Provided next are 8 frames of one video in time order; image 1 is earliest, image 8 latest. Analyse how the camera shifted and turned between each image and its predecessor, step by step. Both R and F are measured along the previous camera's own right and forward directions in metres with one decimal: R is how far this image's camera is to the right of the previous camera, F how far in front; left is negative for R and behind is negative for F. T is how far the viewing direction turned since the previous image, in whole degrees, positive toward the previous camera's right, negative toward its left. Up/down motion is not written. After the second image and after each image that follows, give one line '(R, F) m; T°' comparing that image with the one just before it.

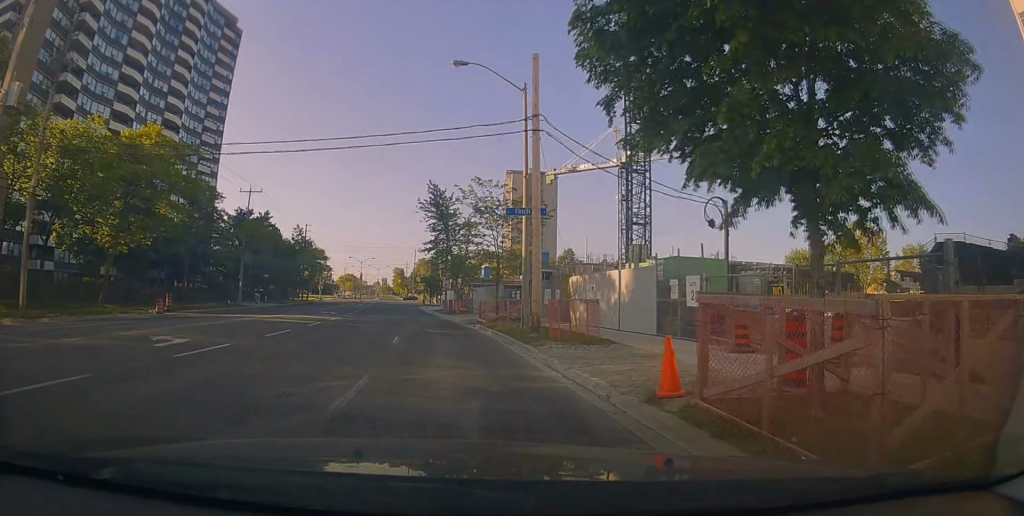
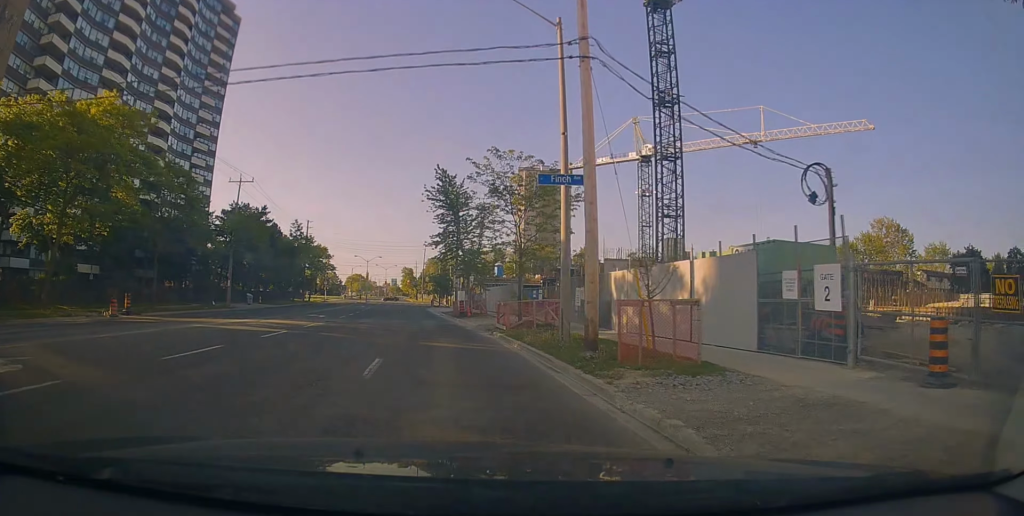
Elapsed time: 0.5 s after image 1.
(+0.1, +6.0) m; -1°
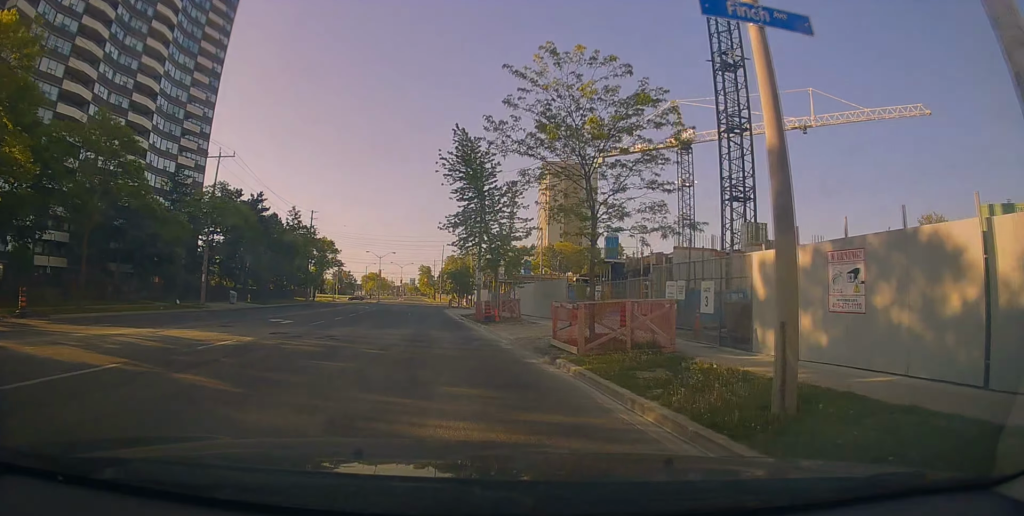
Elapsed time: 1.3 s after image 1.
(-0.2, +10.2) m; 0°
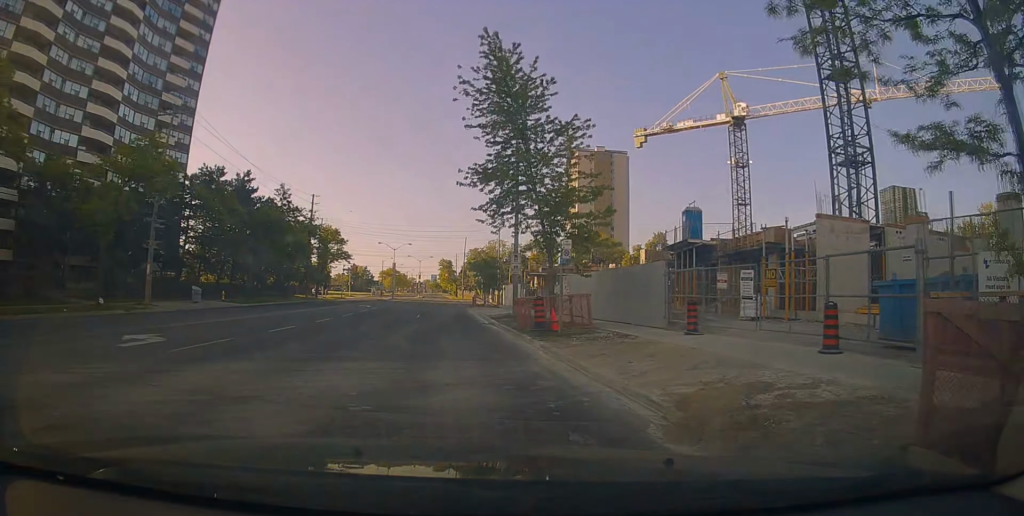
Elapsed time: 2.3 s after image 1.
(+0.1, +13.3) m; -2°
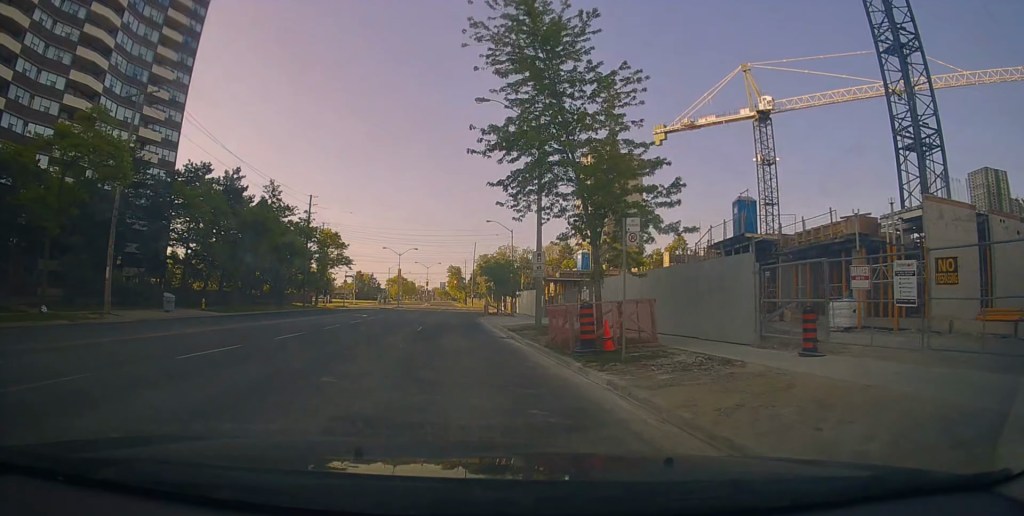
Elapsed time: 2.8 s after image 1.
(-0.1, +6.4) m; -1°
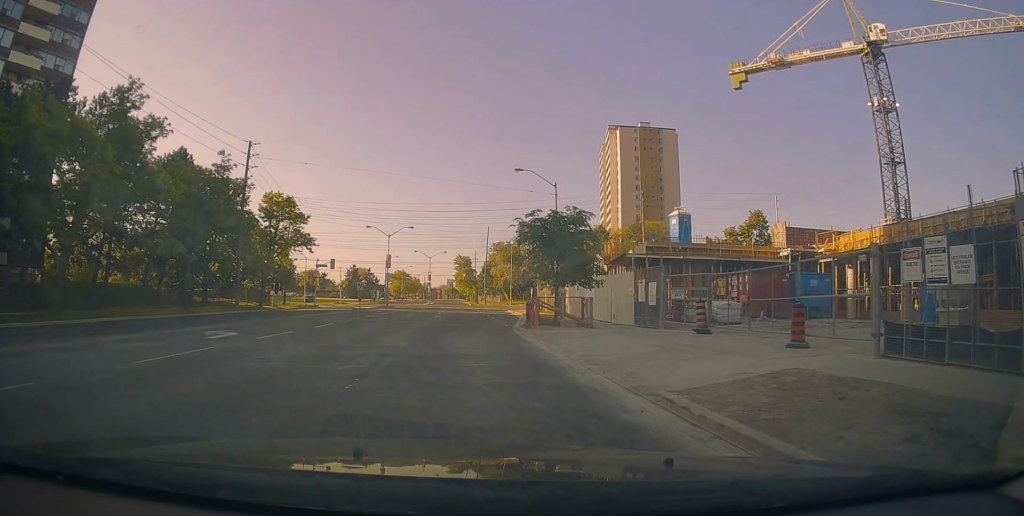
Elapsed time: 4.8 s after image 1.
(-0.8, +28.7) m; -1°
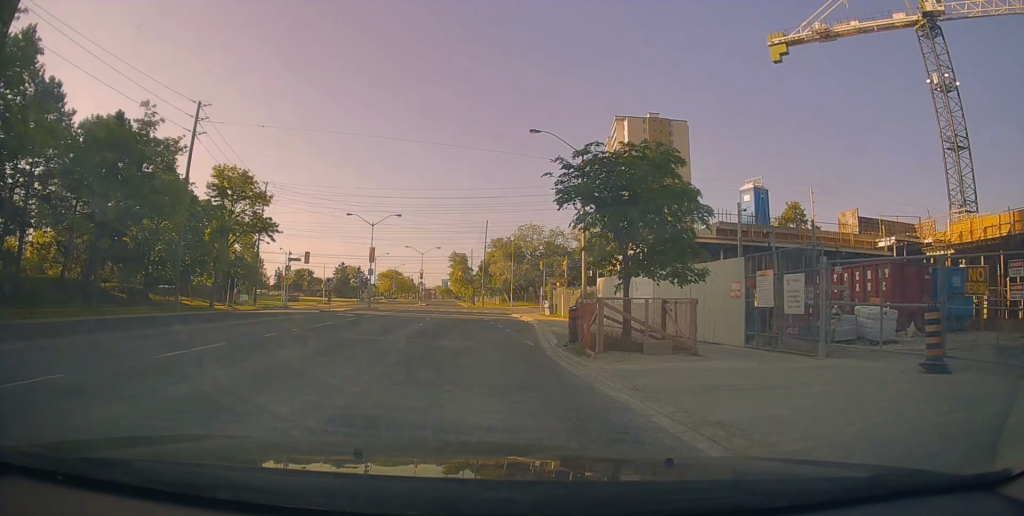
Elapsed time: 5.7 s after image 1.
(0.0, +10.5) m; 0°
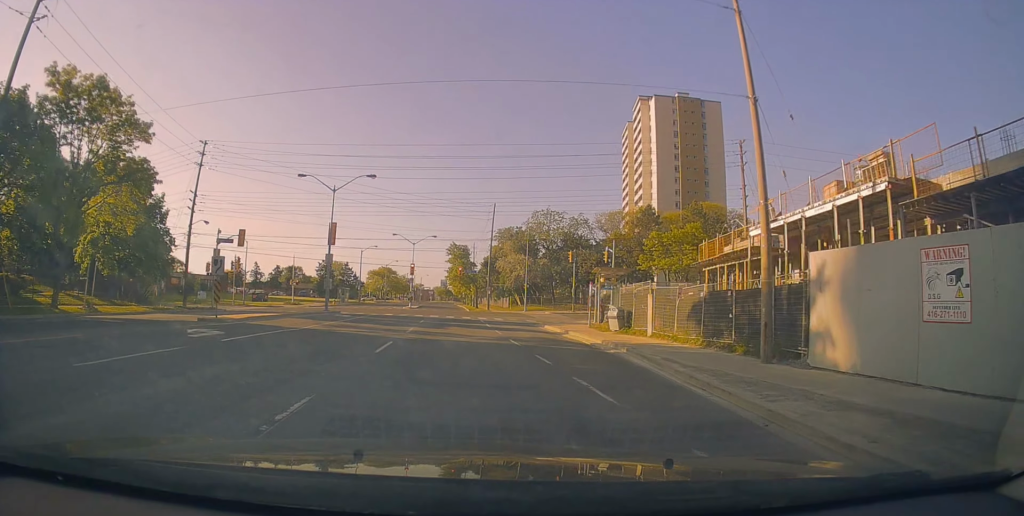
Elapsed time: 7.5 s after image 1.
(0.0, +18.2) m; 0°
